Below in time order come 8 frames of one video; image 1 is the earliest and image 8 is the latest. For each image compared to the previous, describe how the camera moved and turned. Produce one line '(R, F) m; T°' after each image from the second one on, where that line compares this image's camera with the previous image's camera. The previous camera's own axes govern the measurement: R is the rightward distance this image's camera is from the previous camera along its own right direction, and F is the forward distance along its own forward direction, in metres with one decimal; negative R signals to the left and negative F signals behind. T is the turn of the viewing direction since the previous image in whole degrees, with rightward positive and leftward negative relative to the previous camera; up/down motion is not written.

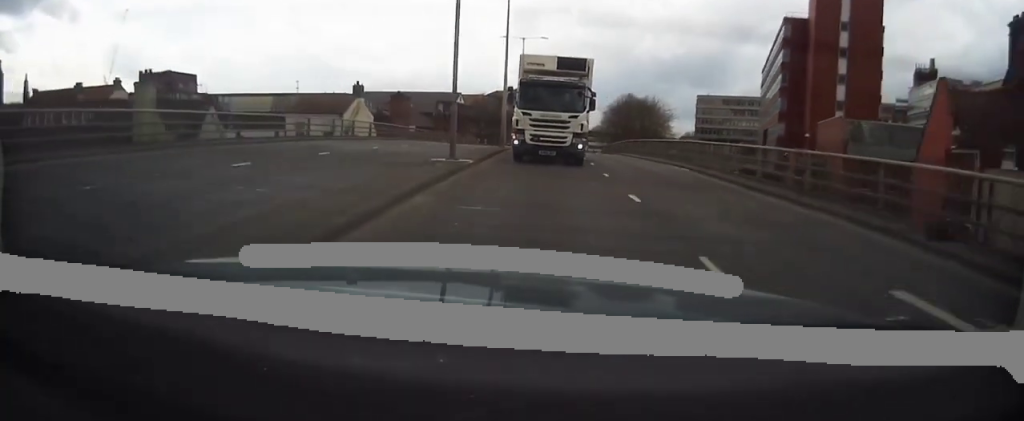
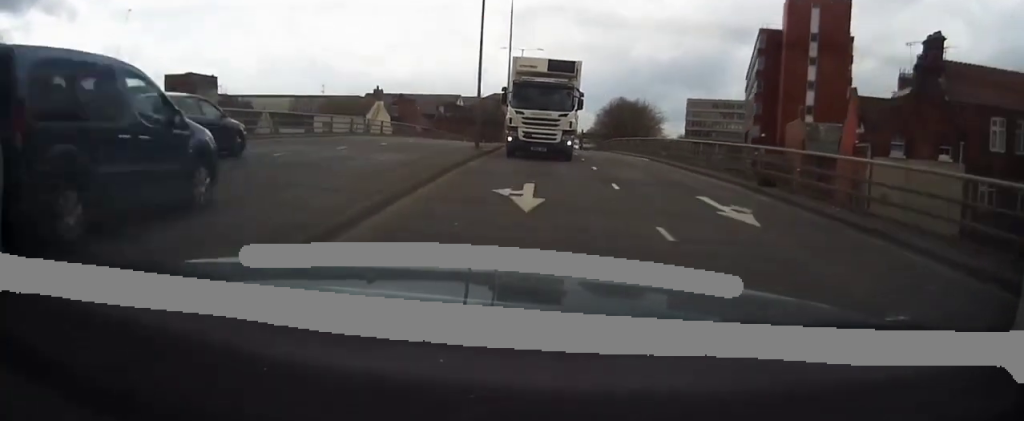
(0.0, +7.6) m; +1°
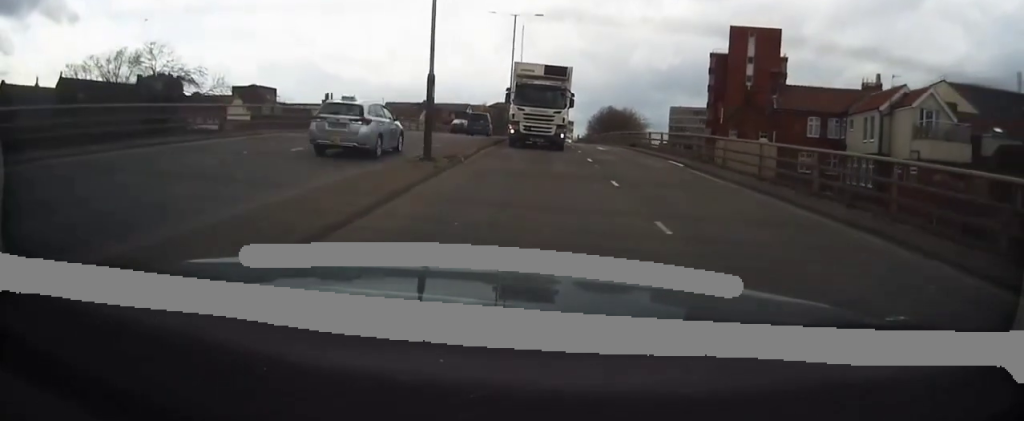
(+0.6, +26.2) m; +1°
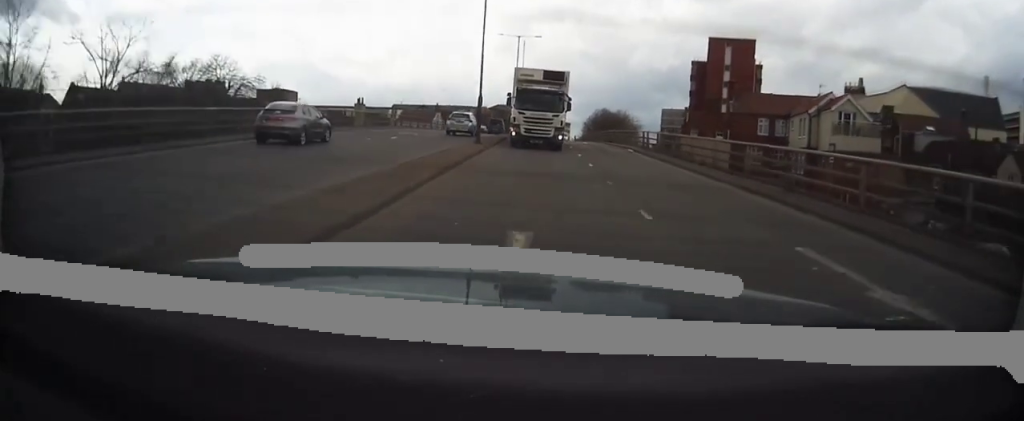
(-0.4, +12.8) m; 0°
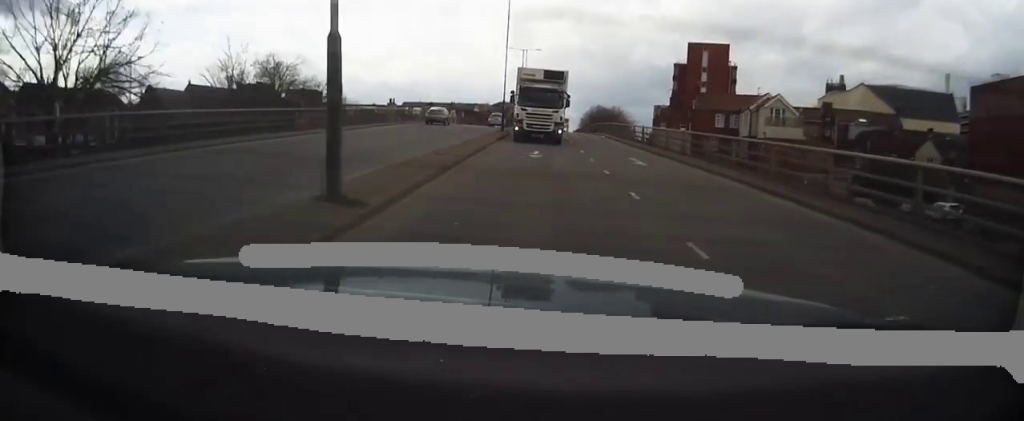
(+0.5, +16.5) m; 0°
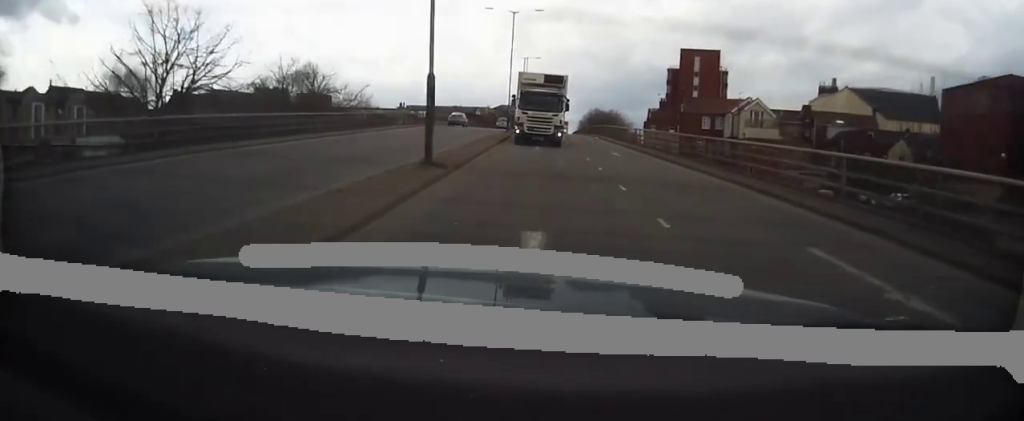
(-0.2, +6.5) m; 0°
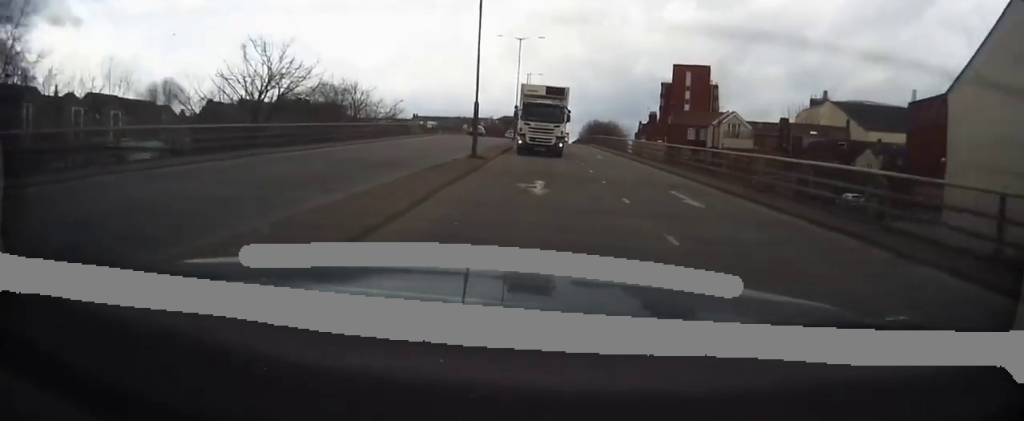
(-0.3, +9.8) m; 0°
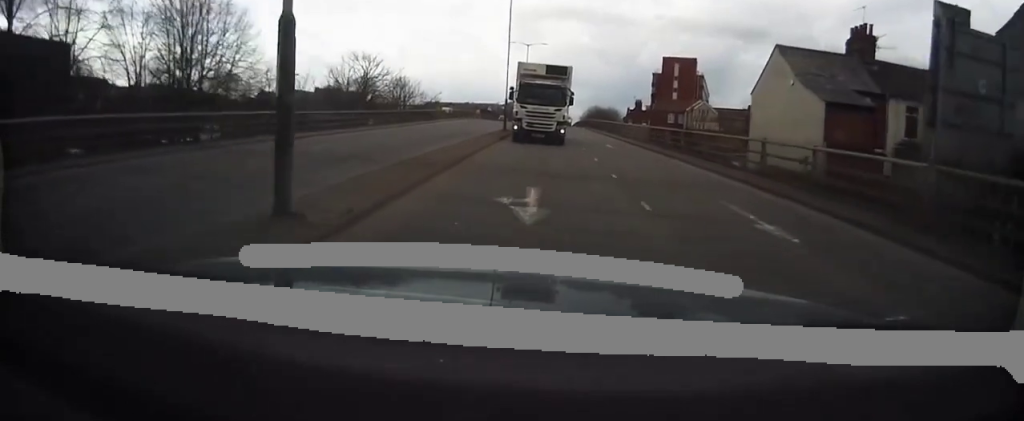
(+0.9, +19.3) m; -1°
